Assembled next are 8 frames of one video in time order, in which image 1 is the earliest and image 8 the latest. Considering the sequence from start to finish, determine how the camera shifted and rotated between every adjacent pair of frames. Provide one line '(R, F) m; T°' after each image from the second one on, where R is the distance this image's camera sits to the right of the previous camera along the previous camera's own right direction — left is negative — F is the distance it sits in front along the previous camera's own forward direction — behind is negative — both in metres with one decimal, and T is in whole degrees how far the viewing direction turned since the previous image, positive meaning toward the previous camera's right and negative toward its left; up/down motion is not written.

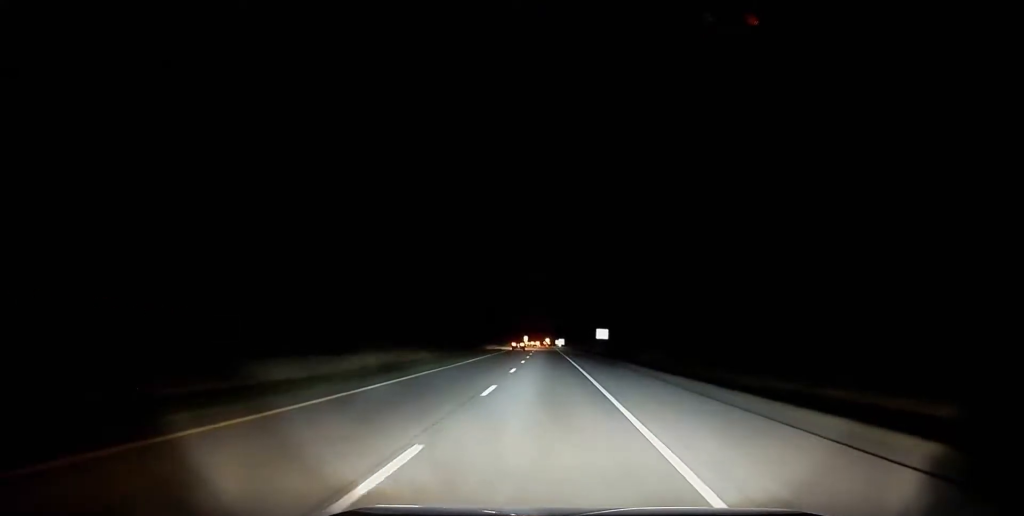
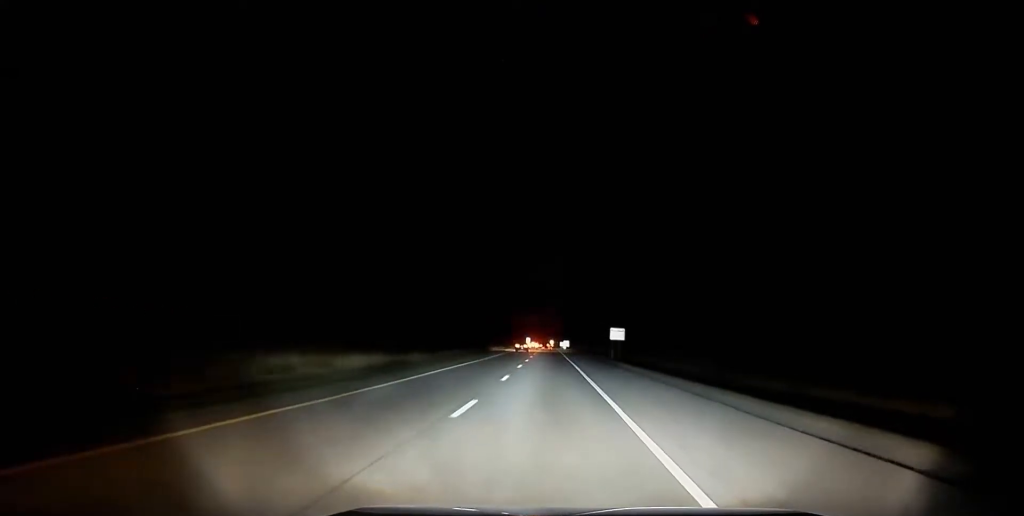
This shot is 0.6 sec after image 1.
(0.0, +16.9) m; -1°
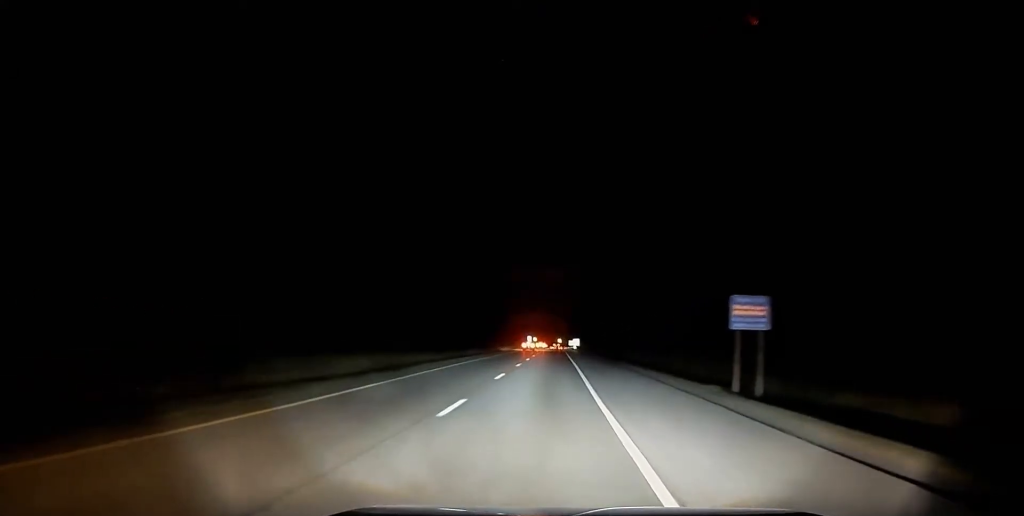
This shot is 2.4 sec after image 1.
(-0.7, +48.1) m; -1°
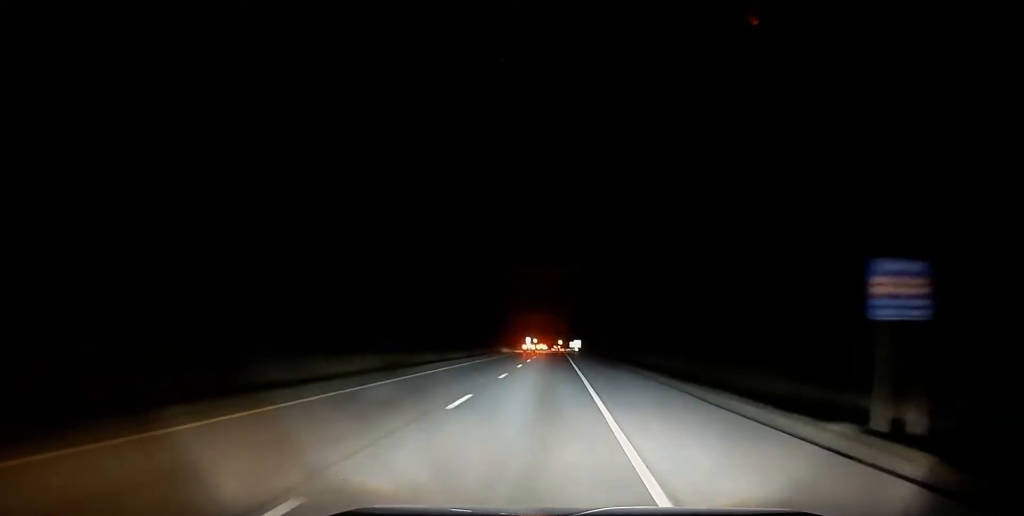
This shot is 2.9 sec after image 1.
(0.0, +11.1) m; 0°
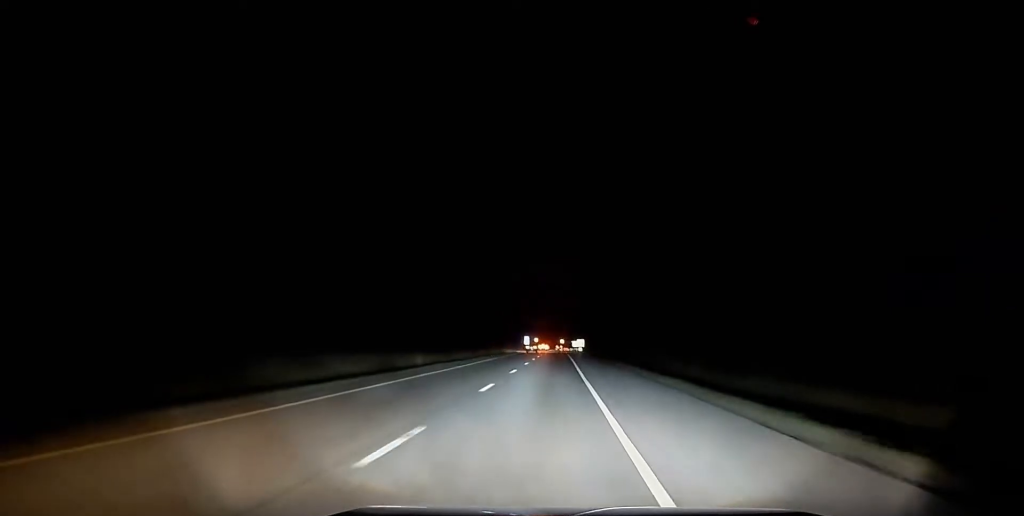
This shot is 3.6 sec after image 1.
(+0.2, +18.7) m; 0°
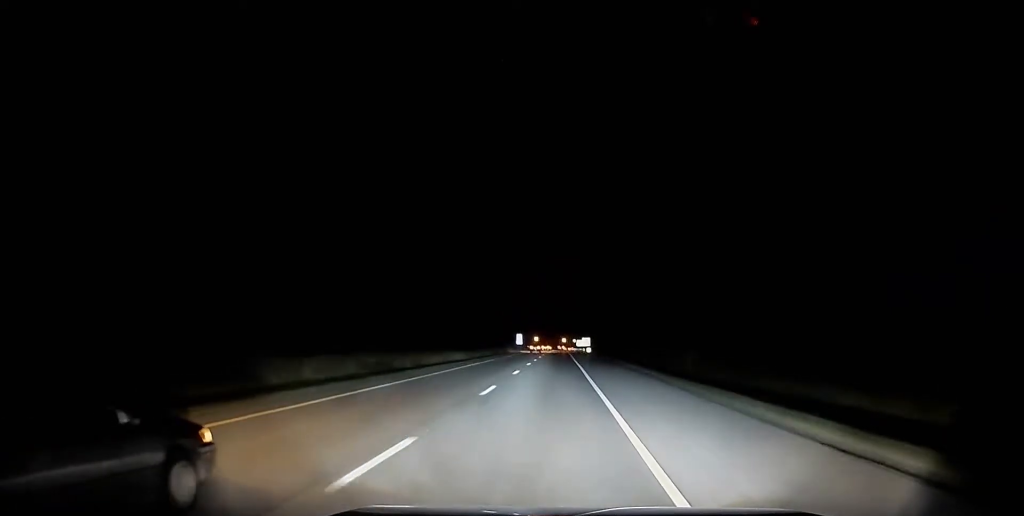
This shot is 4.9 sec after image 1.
(-0.4, +37.2) m; 0°
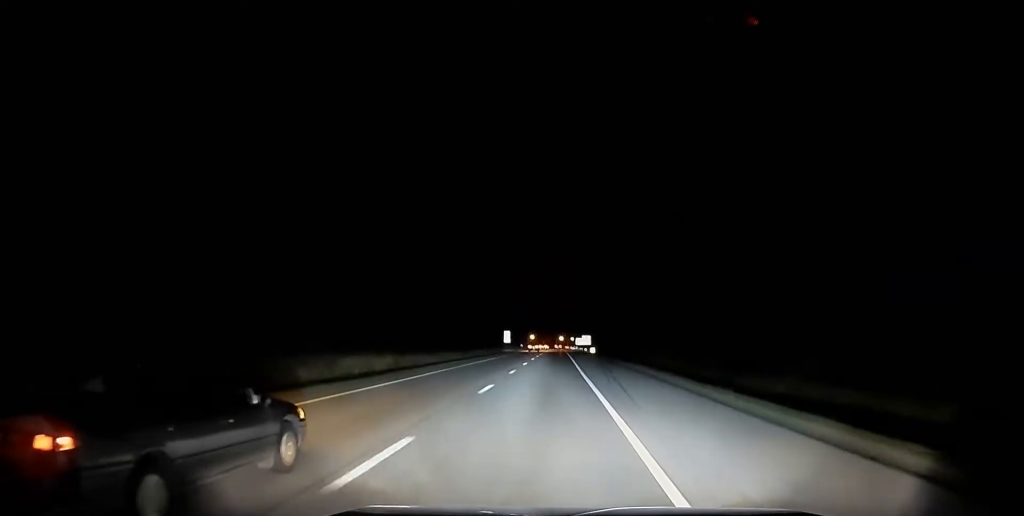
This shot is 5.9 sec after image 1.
(+0.2, +24.8) m; +1°
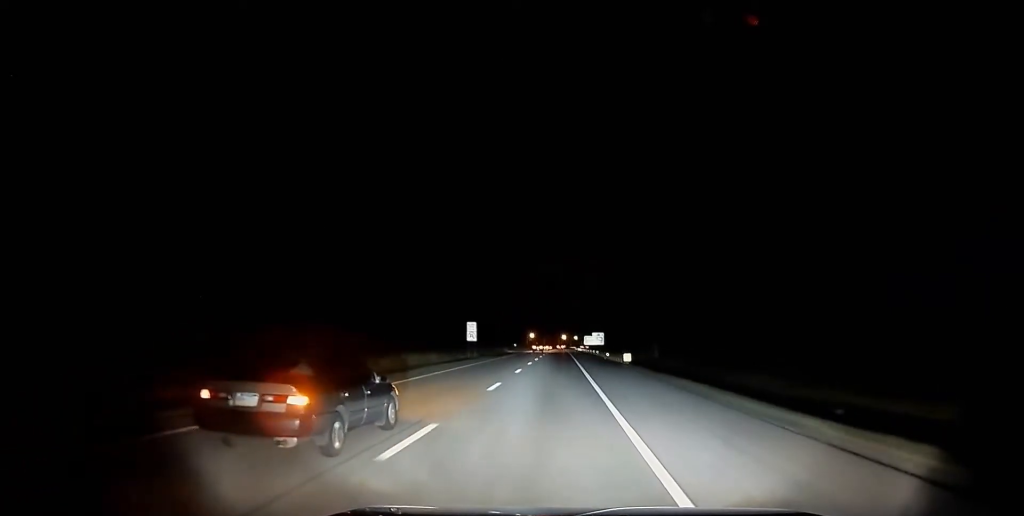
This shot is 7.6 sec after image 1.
(0.0, +45.9) m; 0°
